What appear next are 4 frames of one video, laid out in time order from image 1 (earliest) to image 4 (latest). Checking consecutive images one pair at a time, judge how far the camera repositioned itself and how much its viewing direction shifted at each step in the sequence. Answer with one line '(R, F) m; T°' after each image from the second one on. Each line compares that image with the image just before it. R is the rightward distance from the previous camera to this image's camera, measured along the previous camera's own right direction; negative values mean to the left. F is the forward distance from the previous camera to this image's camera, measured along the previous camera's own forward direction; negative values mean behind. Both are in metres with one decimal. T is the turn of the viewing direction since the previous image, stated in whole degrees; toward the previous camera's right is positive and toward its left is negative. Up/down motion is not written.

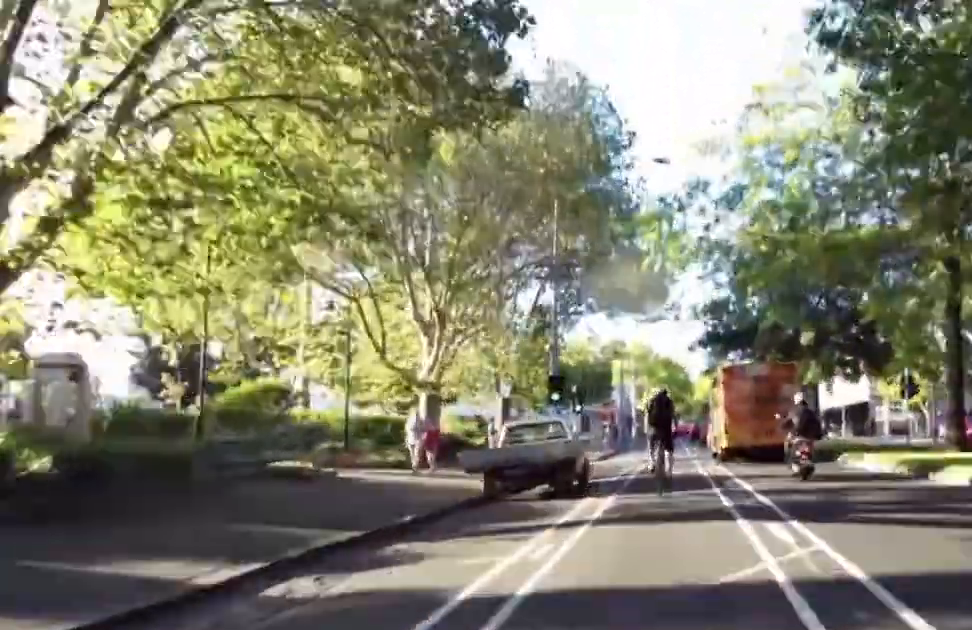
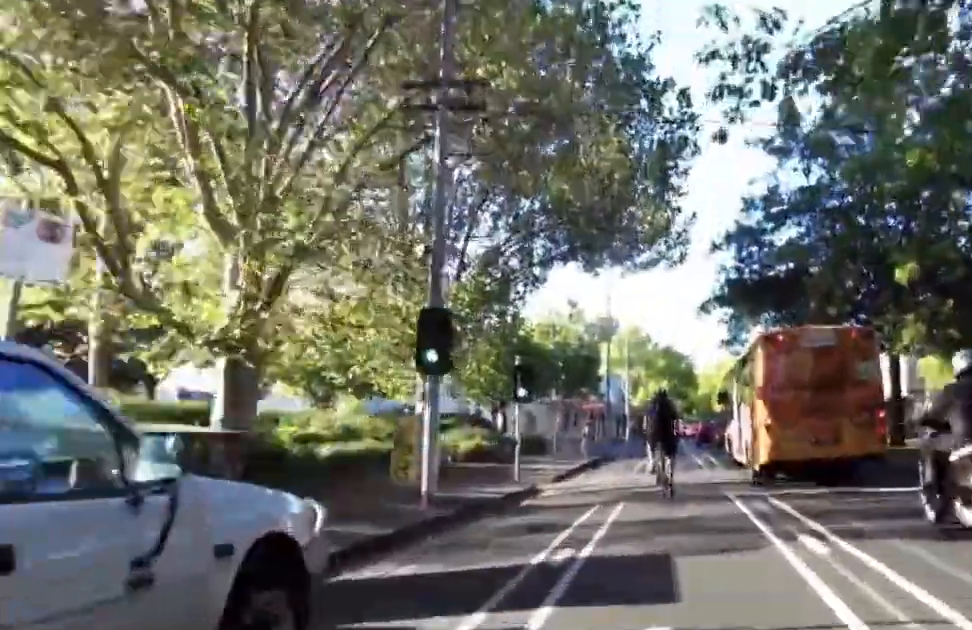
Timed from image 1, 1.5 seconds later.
(+0.1, +13.9) m; 0°
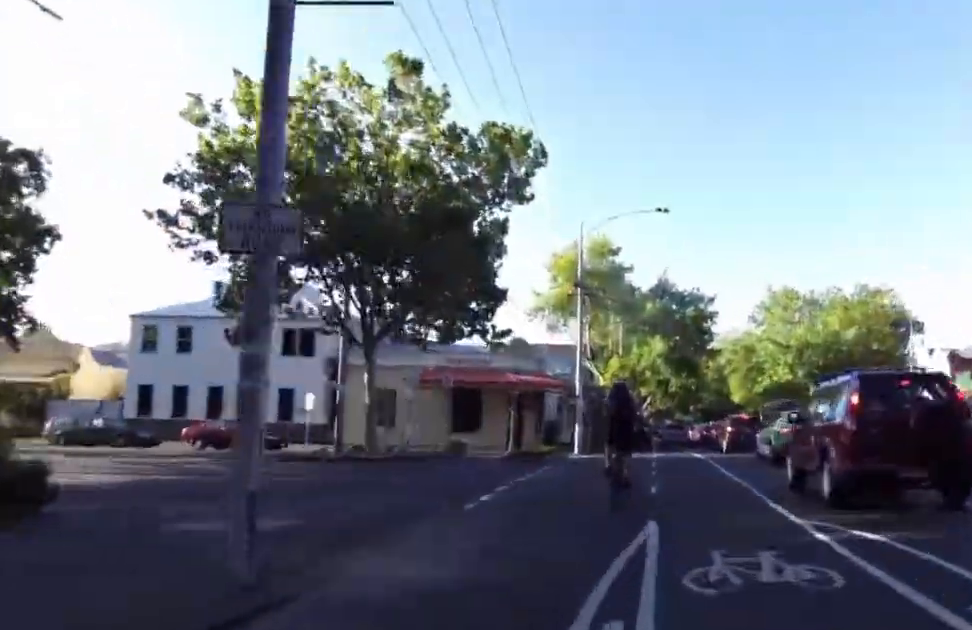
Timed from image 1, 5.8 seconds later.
(-3.9, +37.1) m; -1°
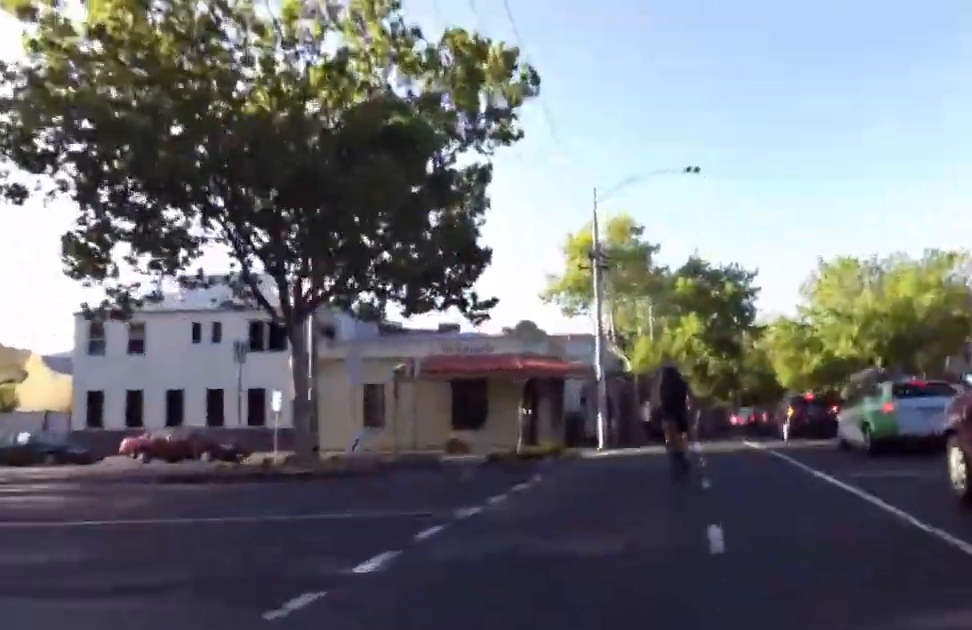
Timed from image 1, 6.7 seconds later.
(+0.9, +6.4) m; 0°
